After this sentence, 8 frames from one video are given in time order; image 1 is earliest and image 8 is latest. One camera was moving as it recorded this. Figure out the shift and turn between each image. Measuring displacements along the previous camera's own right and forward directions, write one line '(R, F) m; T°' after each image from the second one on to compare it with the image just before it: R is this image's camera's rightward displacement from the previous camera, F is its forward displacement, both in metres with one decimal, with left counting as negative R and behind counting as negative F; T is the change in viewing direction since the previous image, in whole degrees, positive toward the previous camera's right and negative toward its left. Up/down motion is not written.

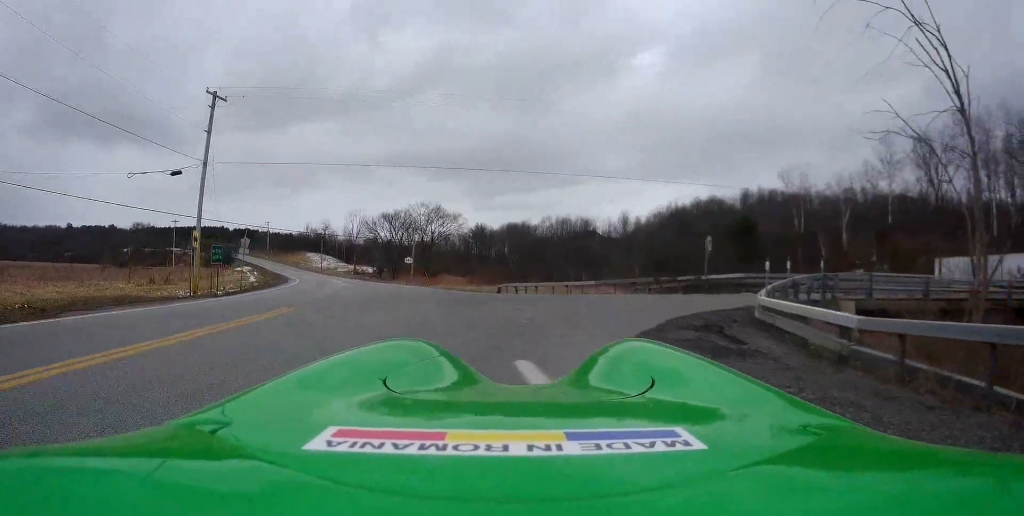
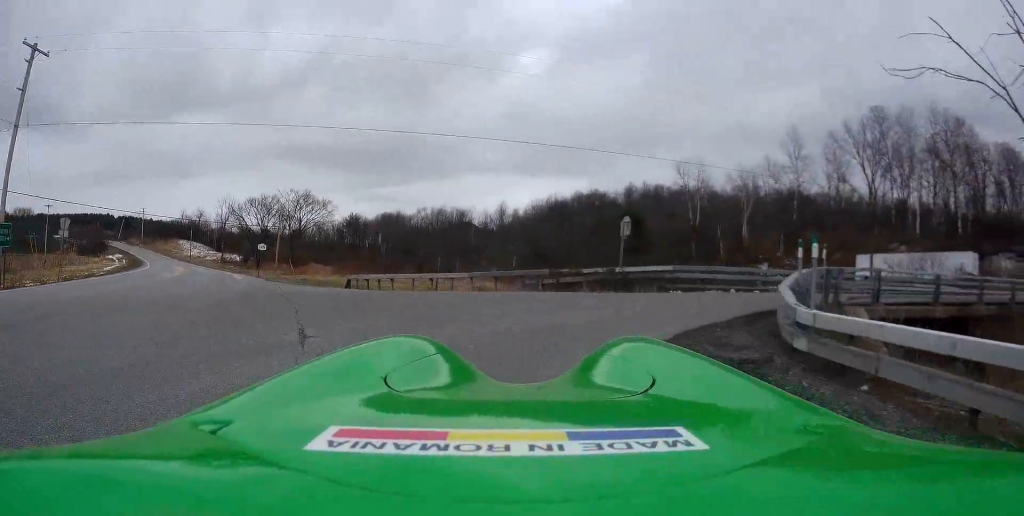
(0.0, +6.4) m; +5°
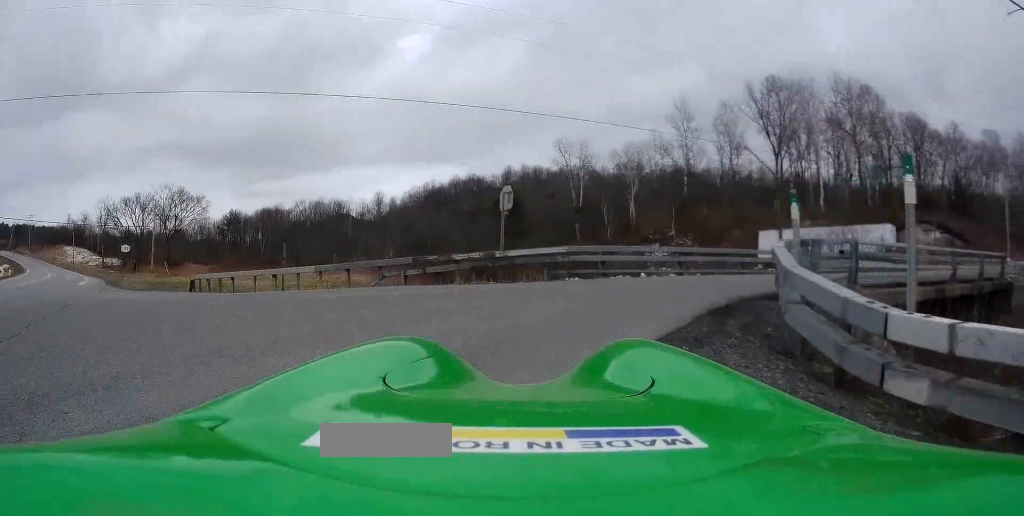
(-0.3, +3.5) m; +6°
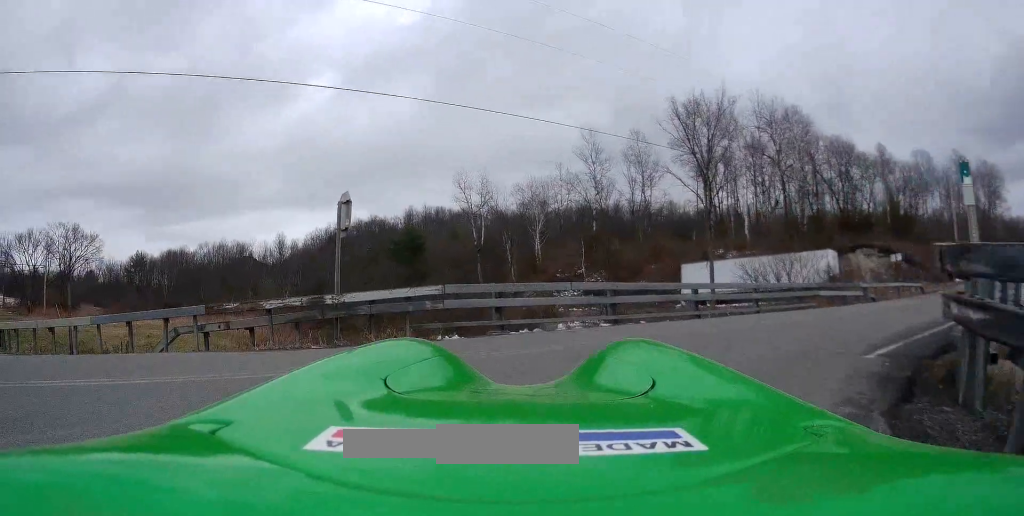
(+1.3, +5.5) m; +10°
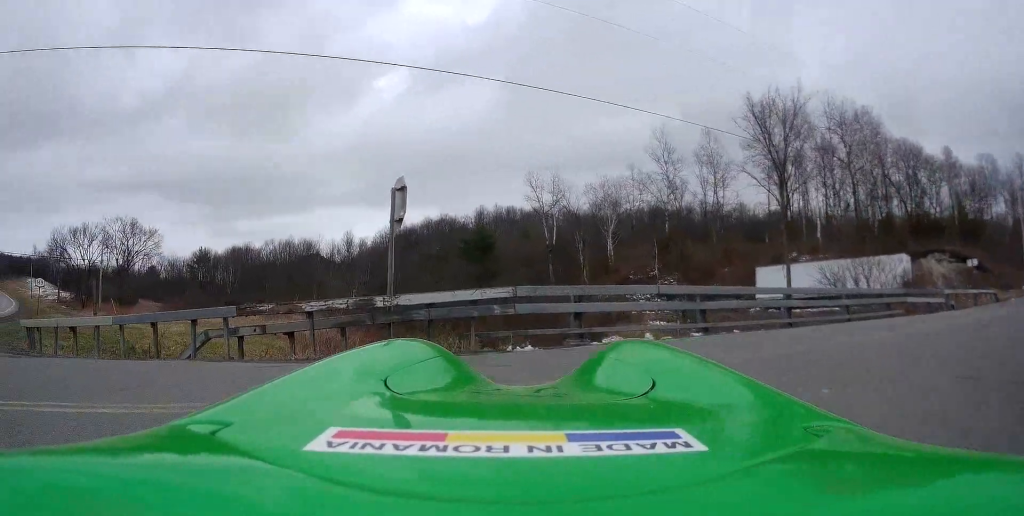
(-0.1, +1.3) m; -10°
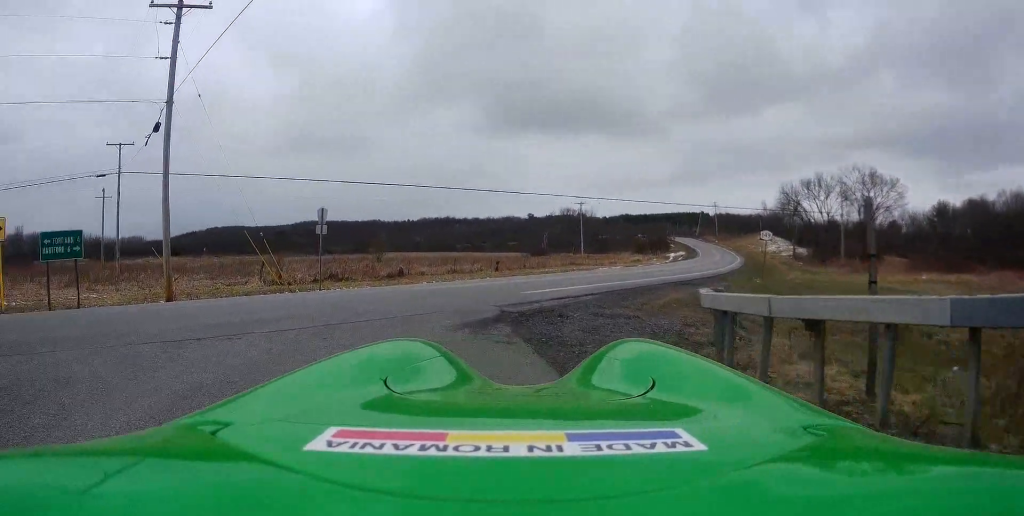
(-4.2, +5.0) m; -79°
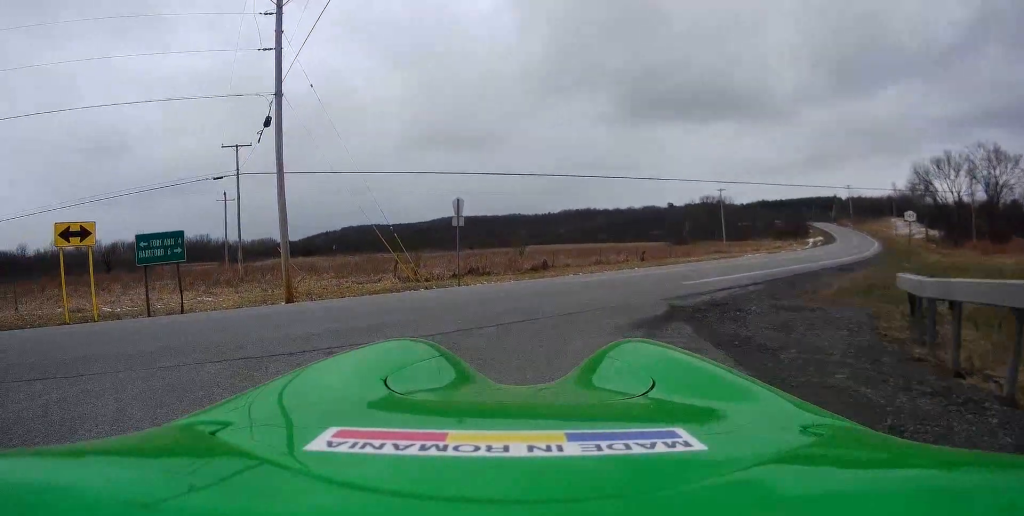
(-0.2, +1.4) m; -13°
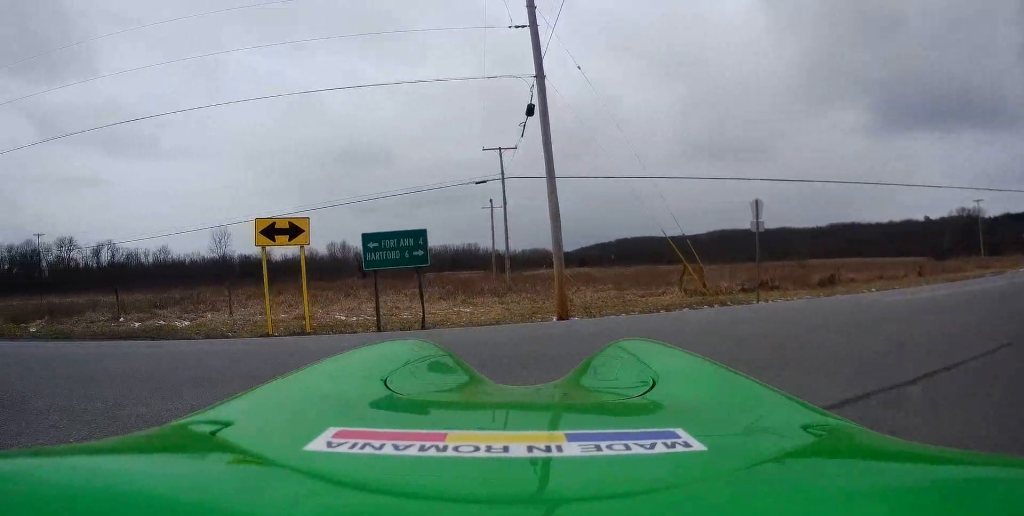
(-0.6, +2.6) m; -34°
